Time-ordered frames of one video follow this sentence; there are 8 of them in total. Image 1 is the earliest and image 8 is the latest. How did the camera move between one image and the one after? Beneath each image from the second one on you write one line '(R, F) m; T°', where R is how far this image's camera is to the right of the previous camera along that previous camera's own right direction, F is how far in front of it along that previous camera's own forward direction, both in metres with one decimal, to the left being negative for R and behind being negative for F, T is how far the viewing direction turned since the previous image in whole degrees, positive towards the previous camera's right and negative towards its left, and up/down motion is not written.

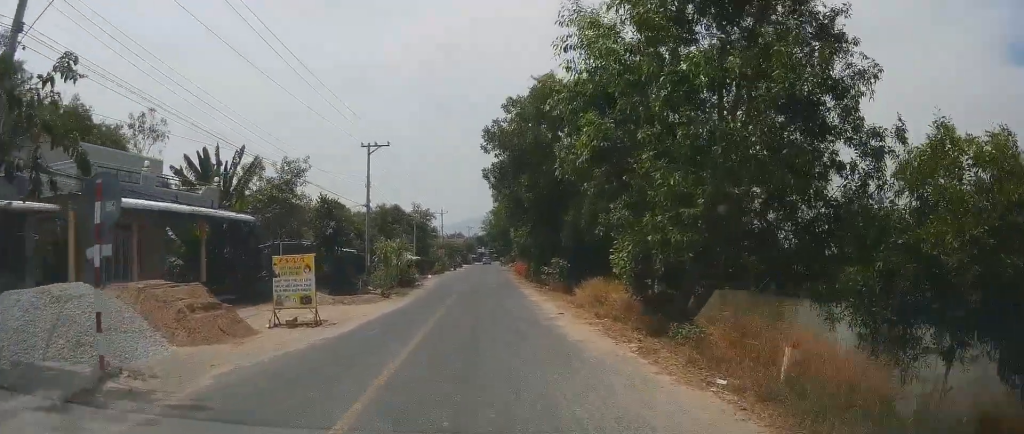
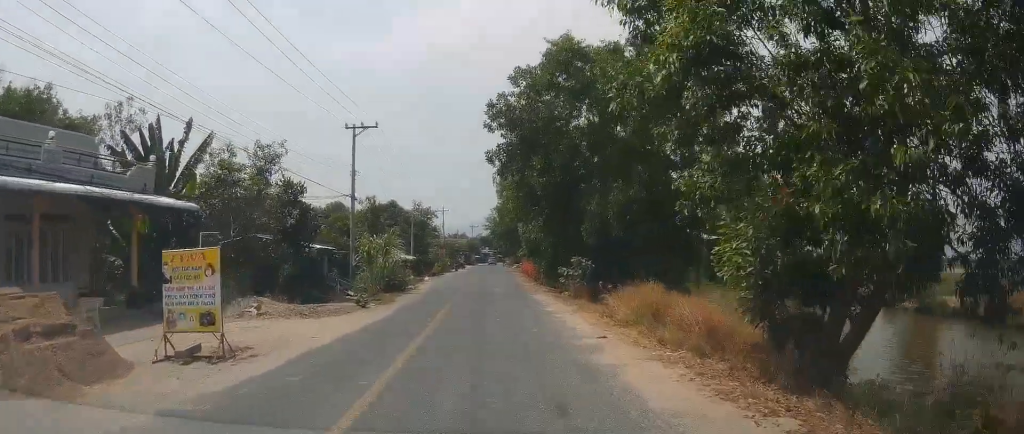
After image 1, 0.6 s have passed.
(+0.2, +5.6) m; +1°
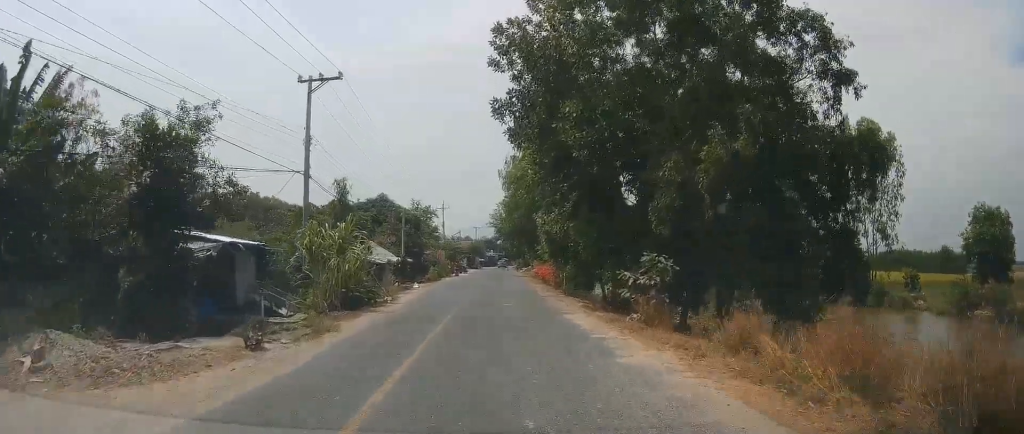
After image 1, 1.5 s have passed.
(+0.3, +10.4) m; +2°
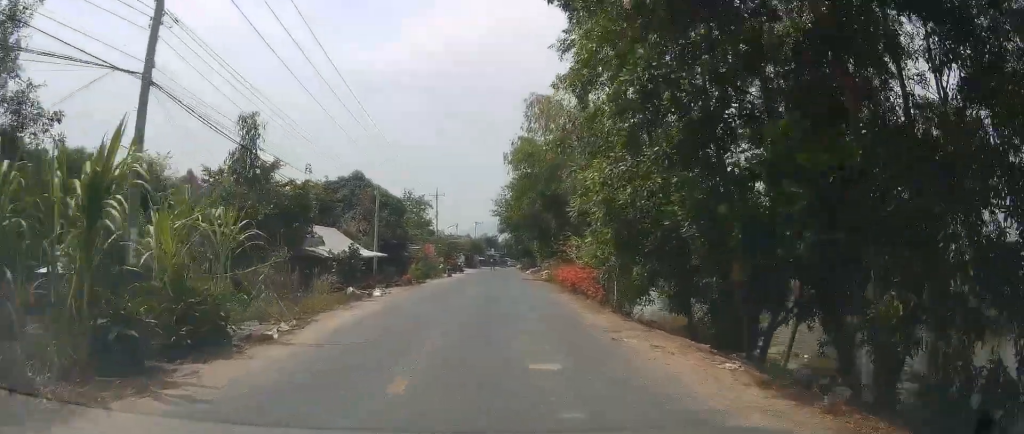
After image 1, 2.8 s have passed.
(-0.1, +14.1) m; 0°
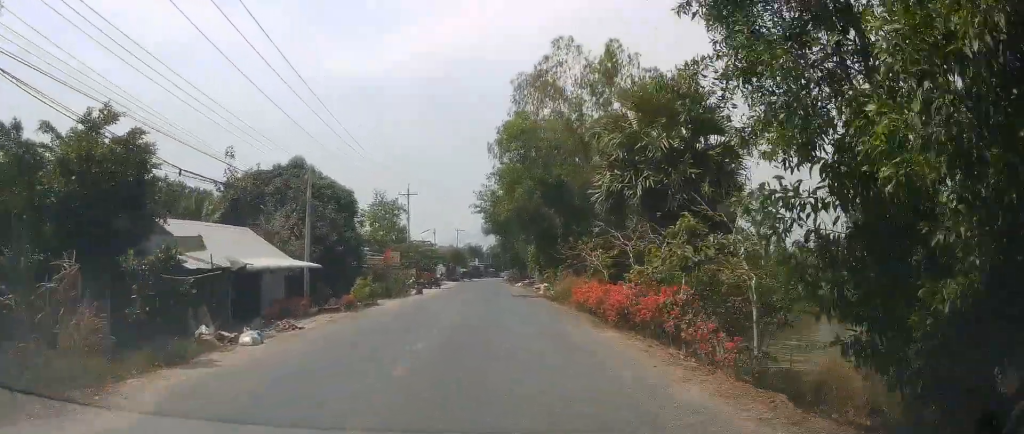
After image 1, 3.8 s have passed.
(0.0, +12.7) m; 0°
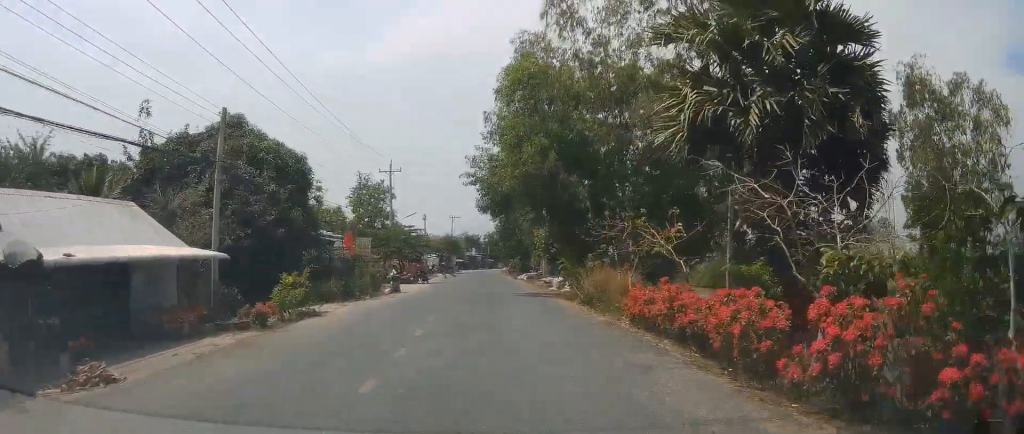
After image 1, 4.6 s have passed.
(0.0, +9.8) m; 0°
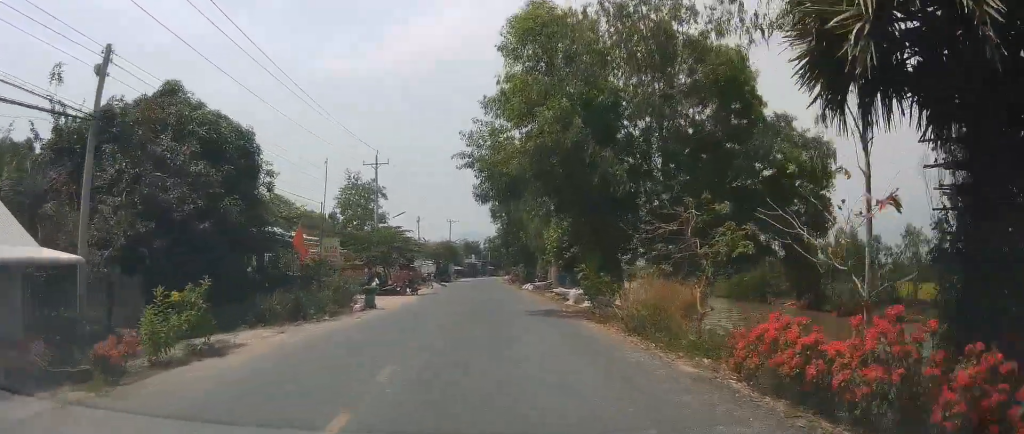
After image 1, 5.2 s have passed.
(0.0, +7.1) m; 0°
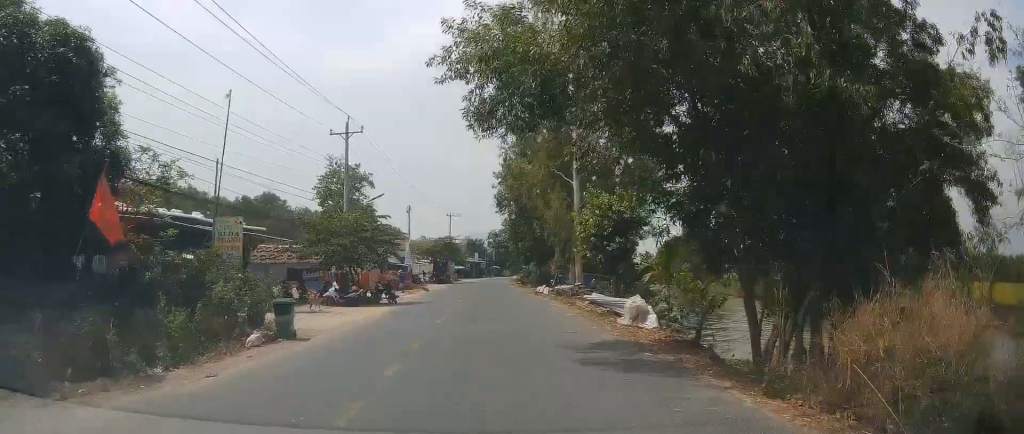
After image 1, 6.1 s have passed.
(-0.1, +11.6) m; -1°
